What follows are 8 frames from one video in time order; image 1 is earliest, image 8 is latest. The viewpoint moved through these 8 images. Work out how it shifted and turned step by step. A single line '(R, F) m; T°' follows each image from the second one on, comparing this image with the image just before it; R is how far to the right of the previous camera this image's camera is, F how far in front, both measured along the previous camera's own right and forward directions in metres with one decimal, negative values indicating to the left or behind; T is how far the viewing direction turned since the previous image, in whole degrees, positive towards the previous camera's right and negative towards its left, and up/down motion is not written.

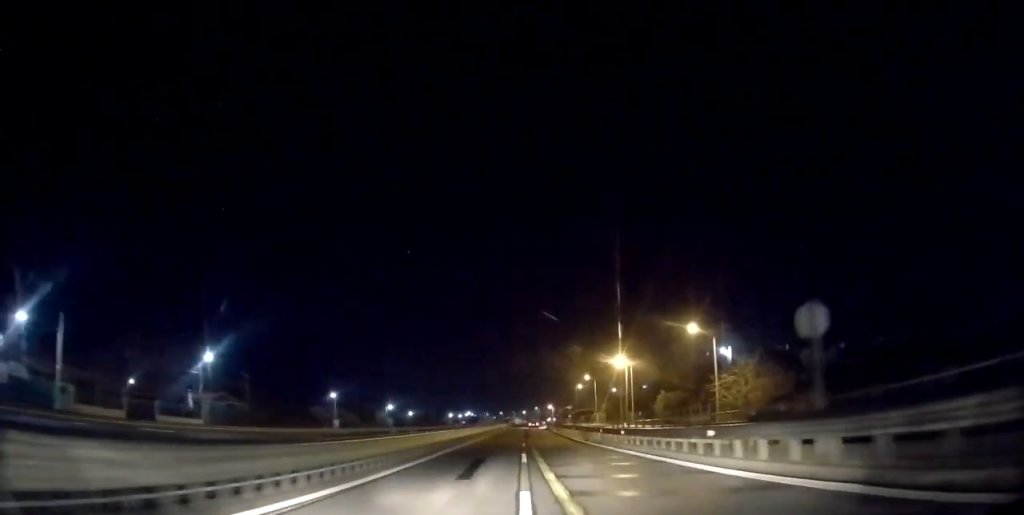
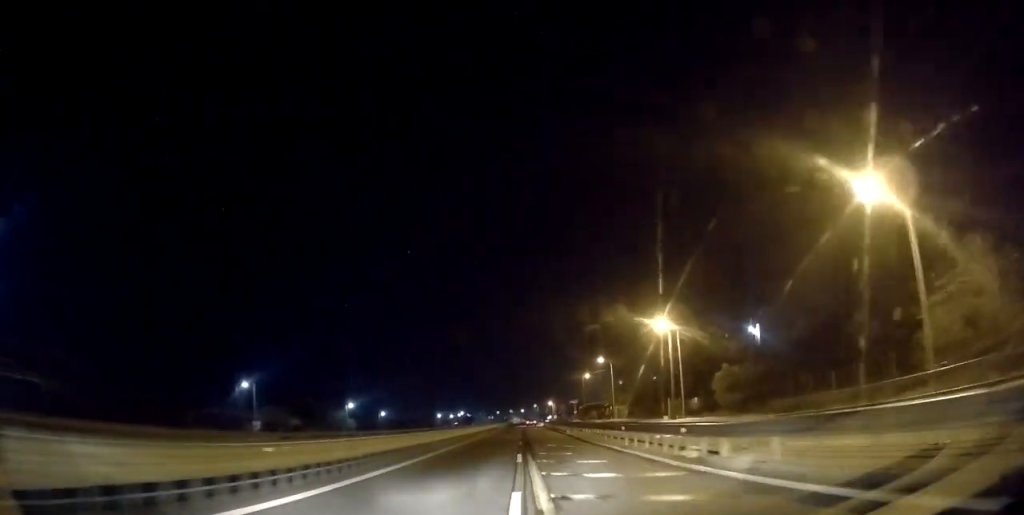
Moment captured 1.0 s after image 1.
(-0.5, +26.2) m; 0°
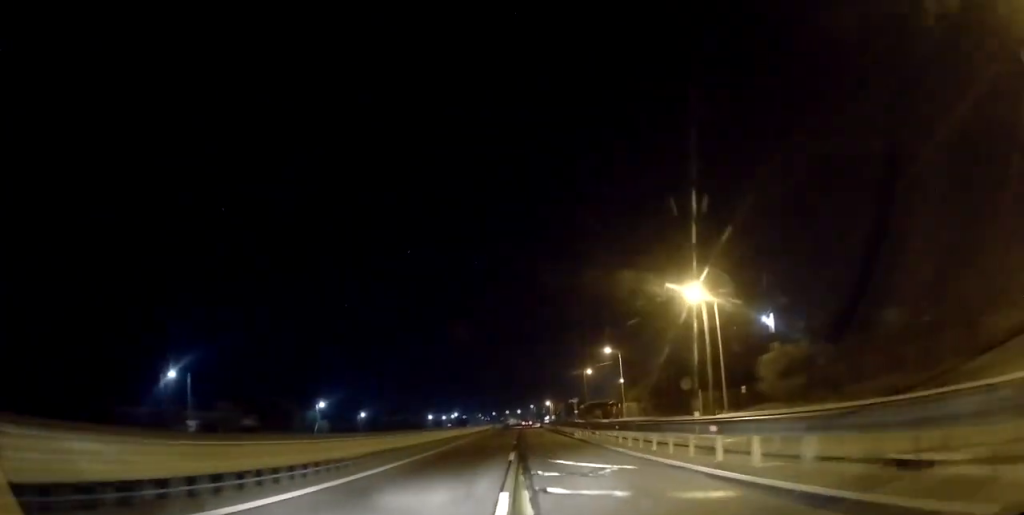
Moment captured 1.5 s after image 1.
(+0.2, +12.2) m; 0°
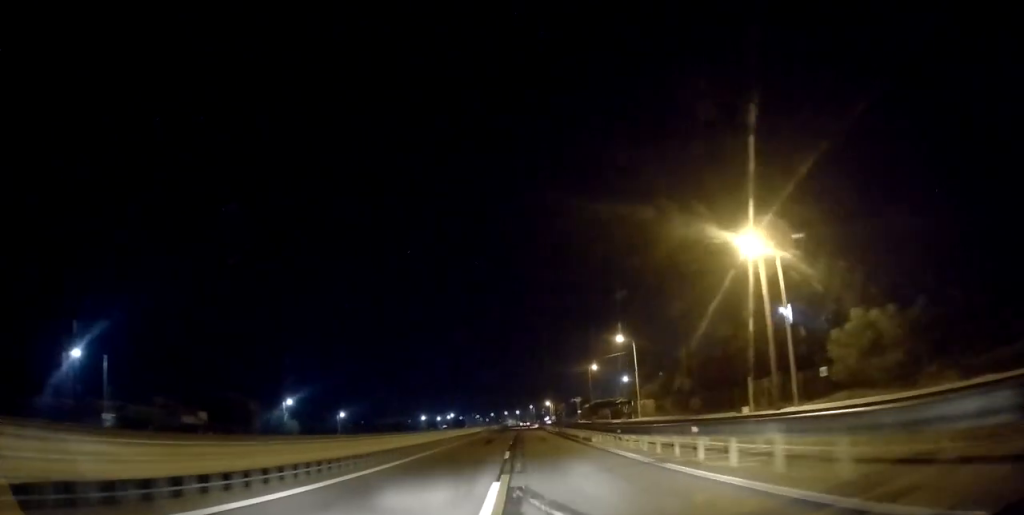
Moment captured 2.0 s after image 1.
(+0.1, +11.8) m; 0°
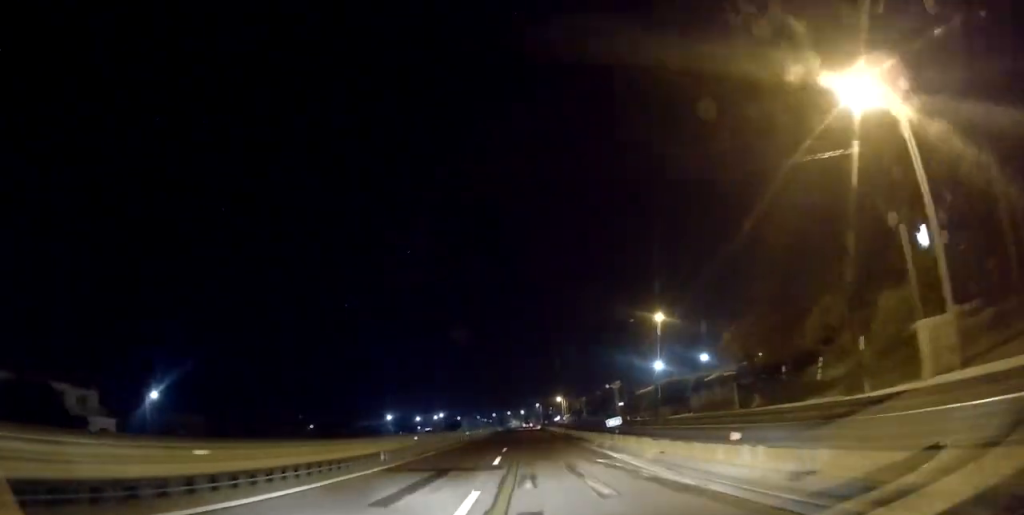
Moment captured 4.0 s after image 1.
(0.0, +51.7) m; -1°
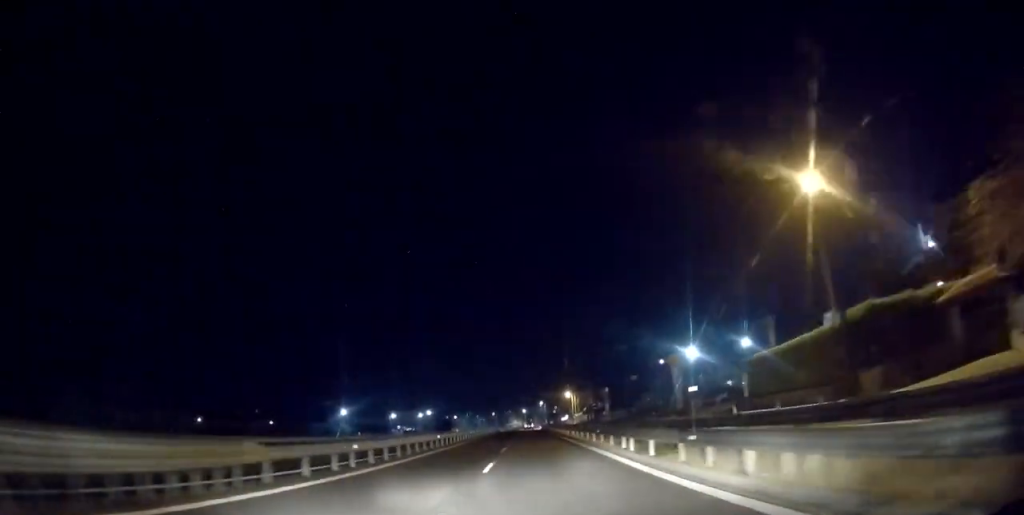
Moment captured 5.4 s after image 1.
(-0.2, +34.1) m; 0°
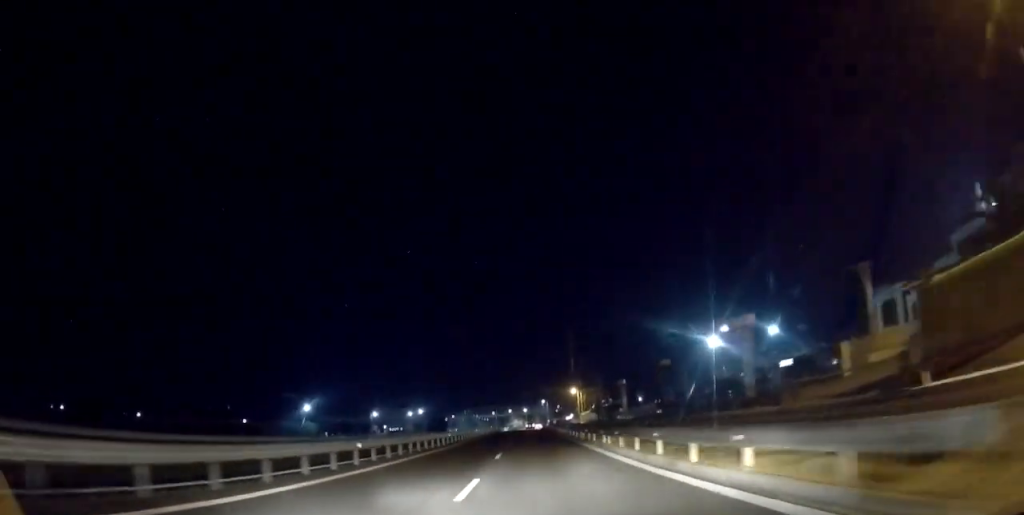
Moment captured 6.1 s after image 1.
(+0.2, +17.3) m; 0°
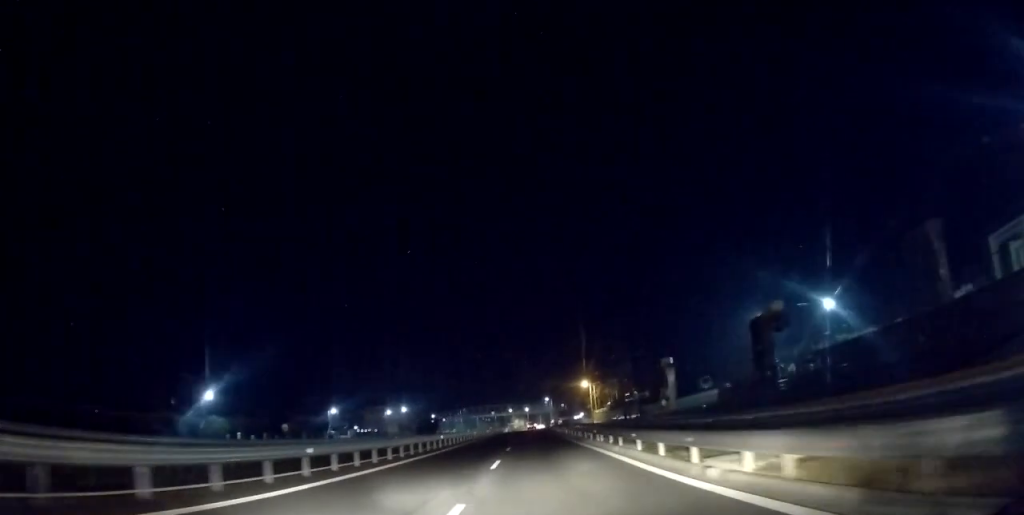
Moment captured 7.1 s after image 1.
(-0.1, +26.9) m; -1°
